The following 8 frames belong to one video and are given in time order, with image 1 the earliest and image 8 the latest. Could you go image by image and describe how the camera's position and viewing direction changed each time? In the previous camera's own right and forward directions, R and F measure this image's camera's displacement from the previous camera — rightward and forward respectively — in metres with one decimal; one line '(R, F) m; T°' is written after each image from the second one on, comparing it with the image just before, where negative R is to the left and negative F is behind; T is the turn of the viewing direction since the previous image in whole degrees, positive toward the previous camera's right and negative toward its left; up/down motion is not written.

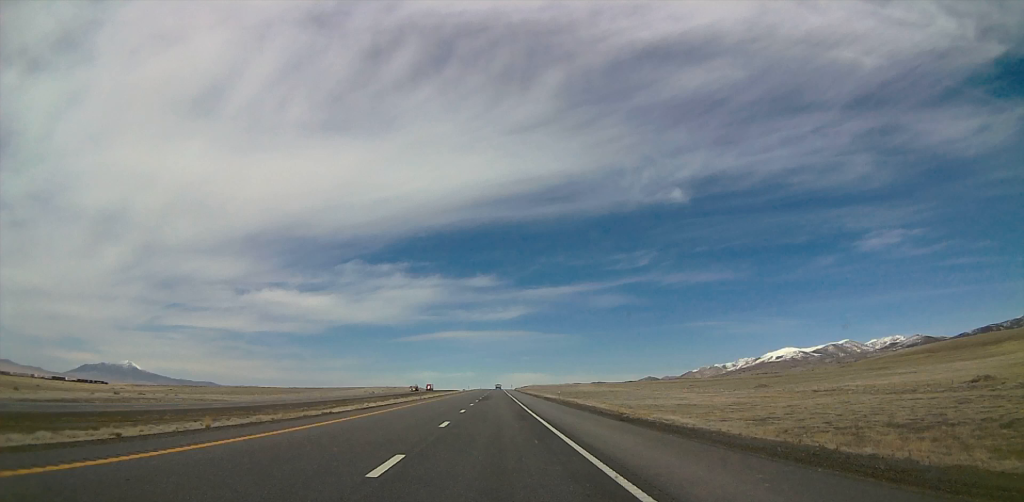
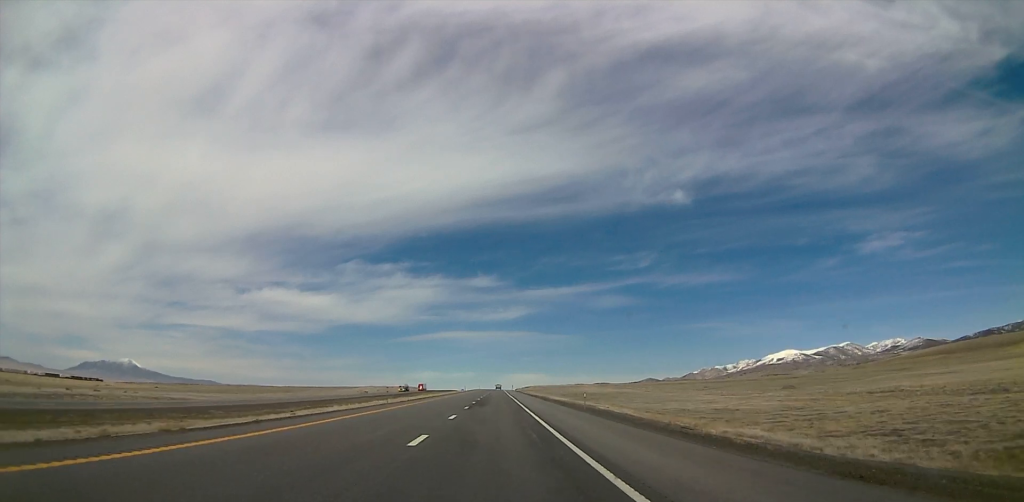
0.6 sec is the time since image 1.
(+1.0, +19.7) m; +1°
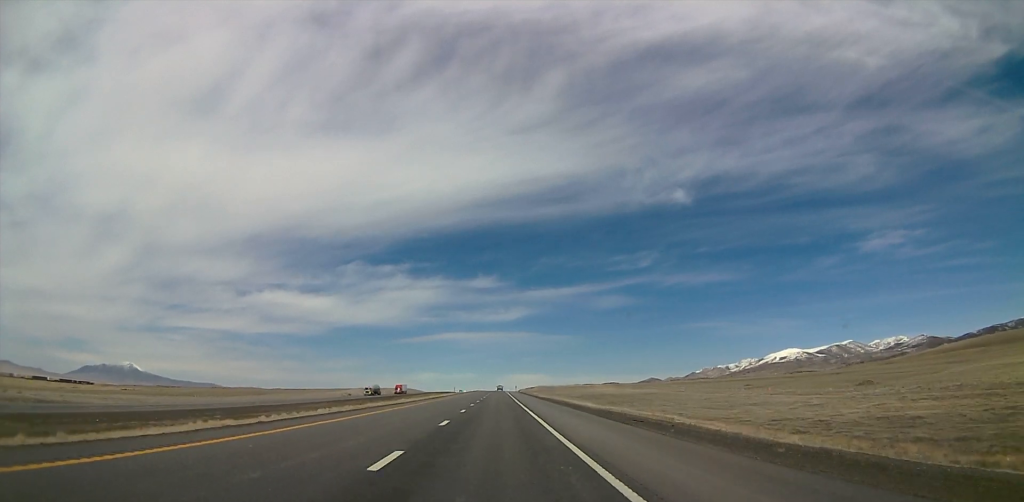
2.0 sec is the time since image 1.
(-0.5, +41.1) m; -2°
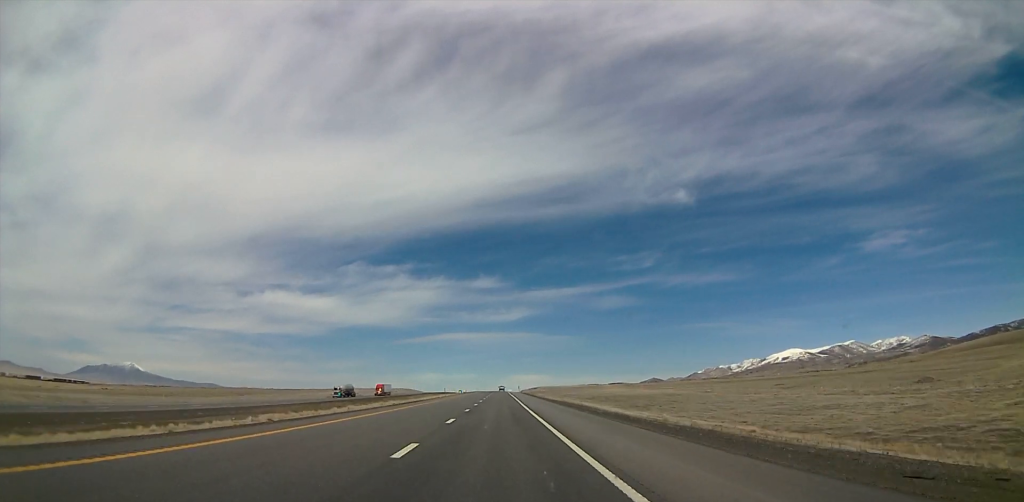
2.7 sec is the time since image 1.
(0.0, +22.4) m; 0°
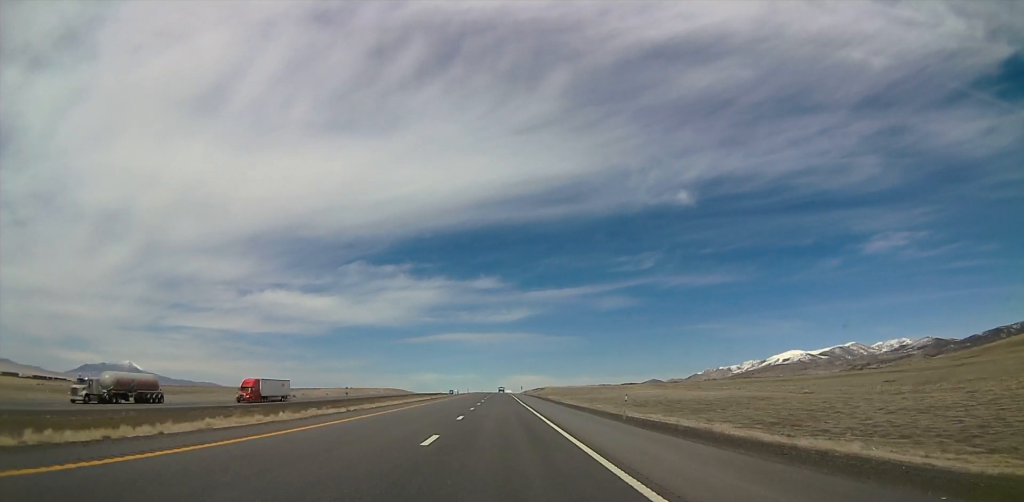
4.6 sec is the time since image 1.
(+1.4, +57.9) m; +2°
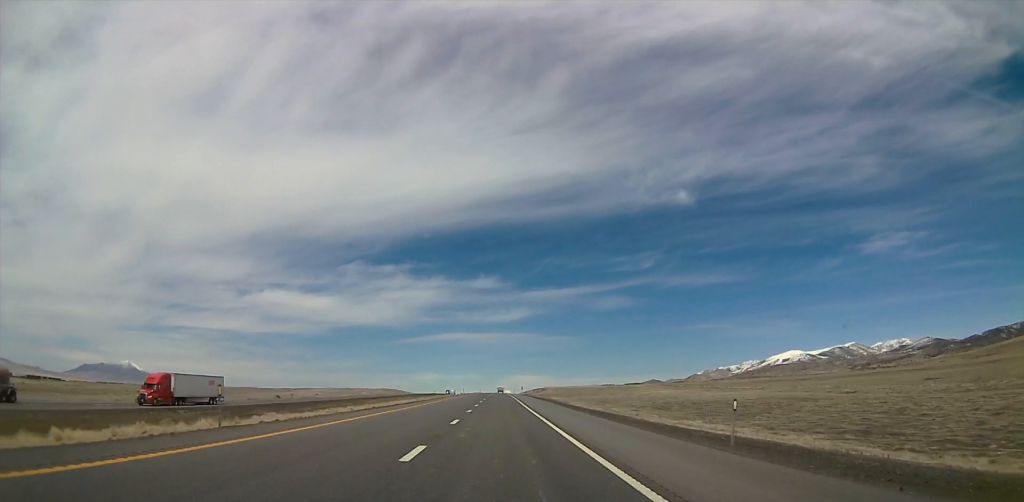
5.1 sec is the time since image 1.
(+0.1, +15.3) m; 0°
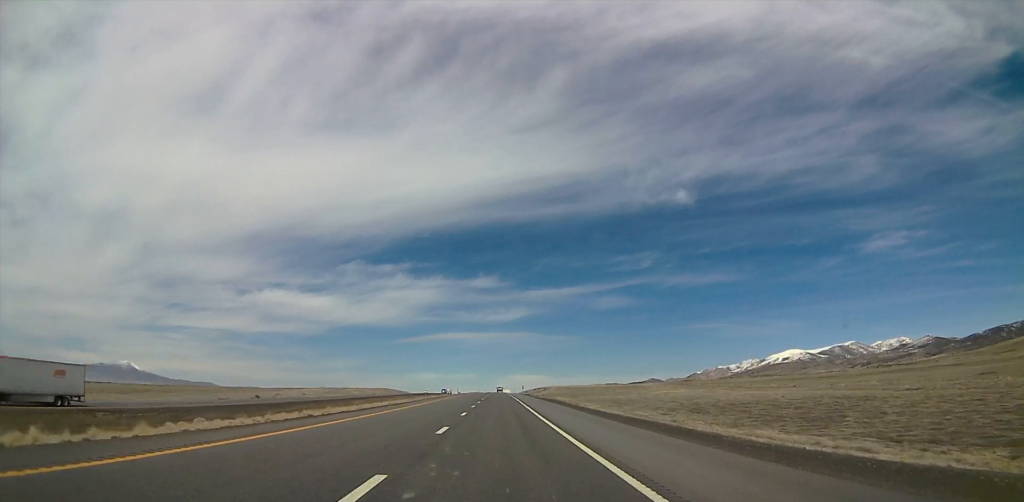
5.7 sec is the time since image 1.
(-0.5, +17.4) m; -1°
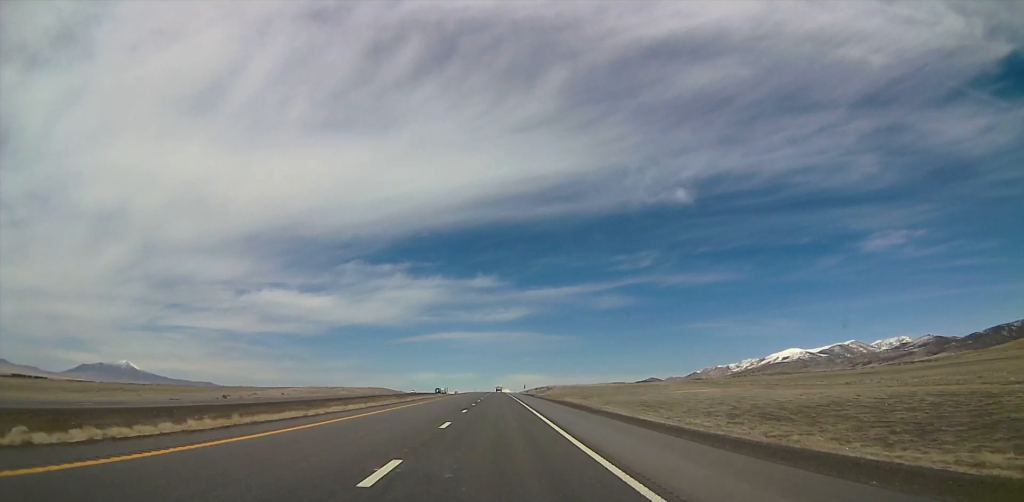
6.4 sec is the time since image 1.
(-0.2, +22.7) m; -1°
